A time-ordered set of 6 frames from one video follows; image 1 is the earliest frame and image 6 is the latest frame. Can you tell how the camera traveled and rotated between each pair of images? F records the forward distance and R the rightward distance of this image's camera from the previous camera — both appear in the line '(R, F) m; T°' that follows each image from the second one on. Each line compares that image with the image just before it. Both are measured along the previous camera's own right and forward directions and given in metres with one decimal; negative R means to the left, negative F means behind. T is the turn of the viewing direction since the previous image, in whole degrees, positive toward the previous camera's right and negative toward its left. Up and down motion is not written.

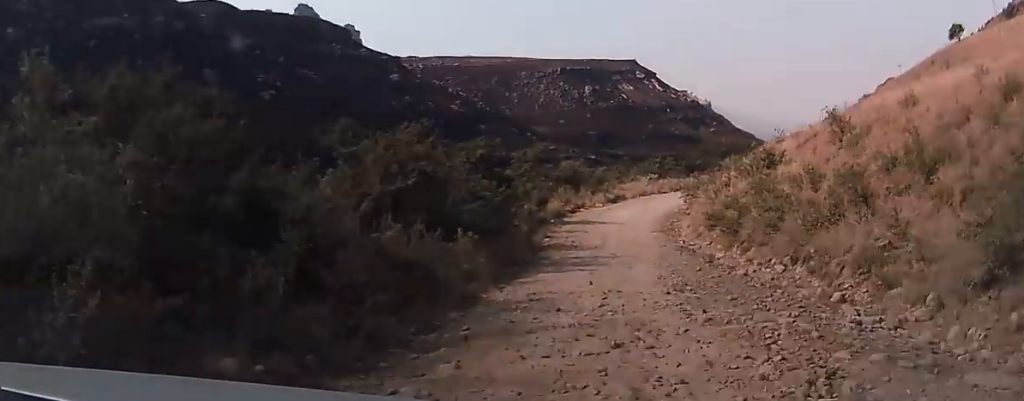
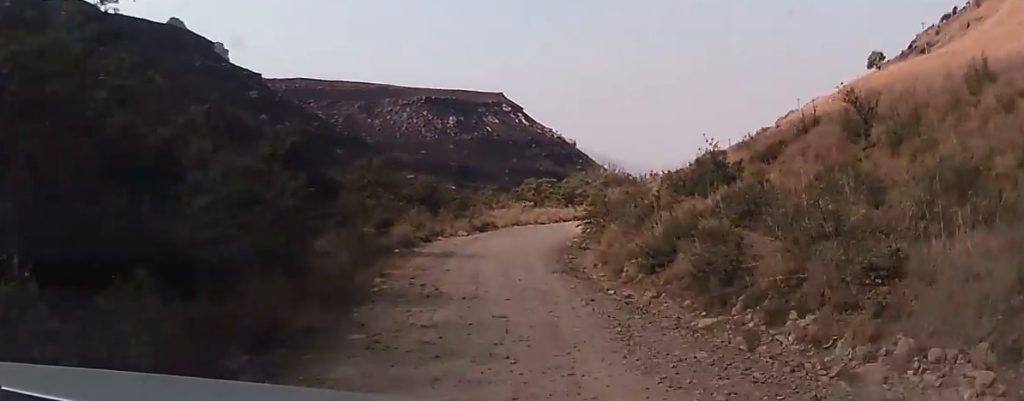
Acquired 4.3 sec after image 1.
(-0.5, +19.9) m; +3°
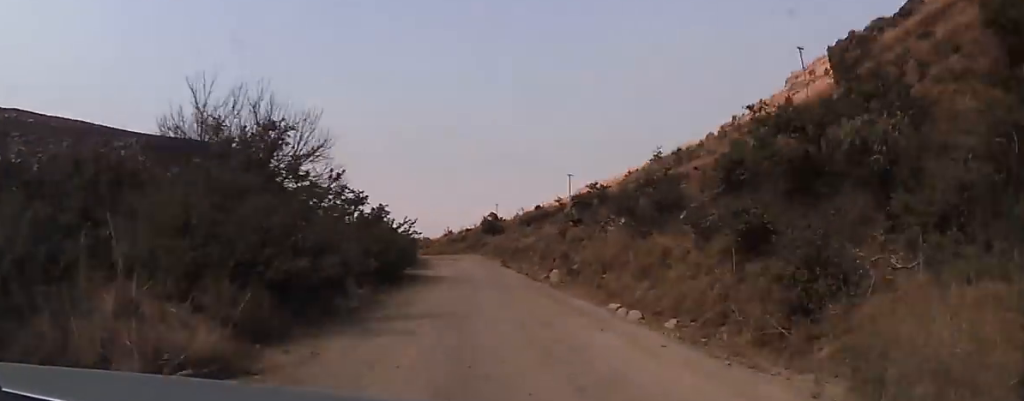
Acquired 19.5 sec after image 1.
(+13.0, +86.4) m; +7°
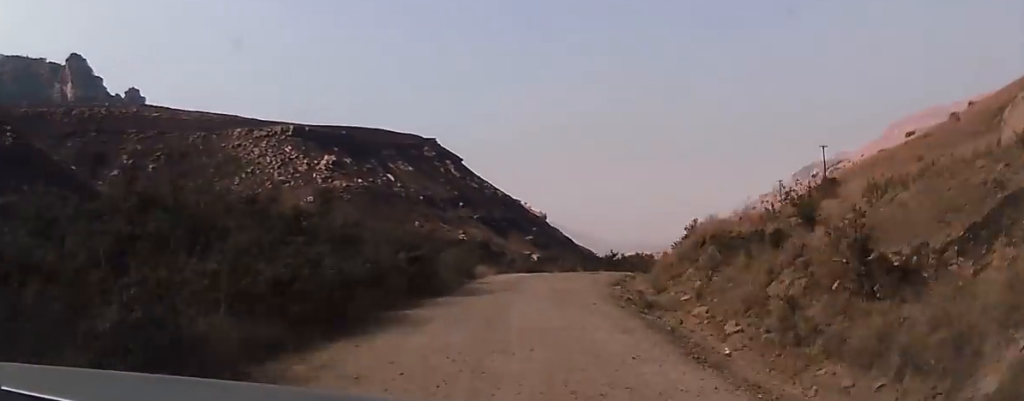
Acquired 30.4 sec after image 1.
(-5.7, +71.5) m; -2°
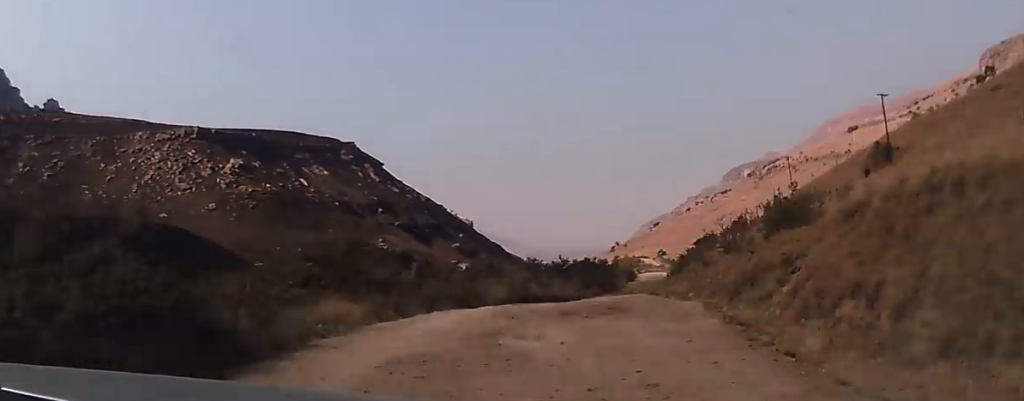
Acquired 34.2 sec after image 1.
(-0.6, +24.7) m; +3°
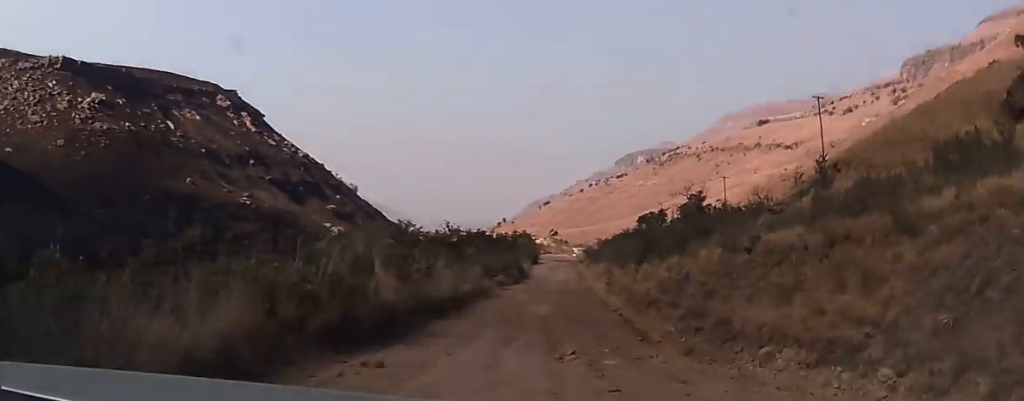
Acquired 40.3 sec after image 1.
(+2.7, +40.2) m; +5°
